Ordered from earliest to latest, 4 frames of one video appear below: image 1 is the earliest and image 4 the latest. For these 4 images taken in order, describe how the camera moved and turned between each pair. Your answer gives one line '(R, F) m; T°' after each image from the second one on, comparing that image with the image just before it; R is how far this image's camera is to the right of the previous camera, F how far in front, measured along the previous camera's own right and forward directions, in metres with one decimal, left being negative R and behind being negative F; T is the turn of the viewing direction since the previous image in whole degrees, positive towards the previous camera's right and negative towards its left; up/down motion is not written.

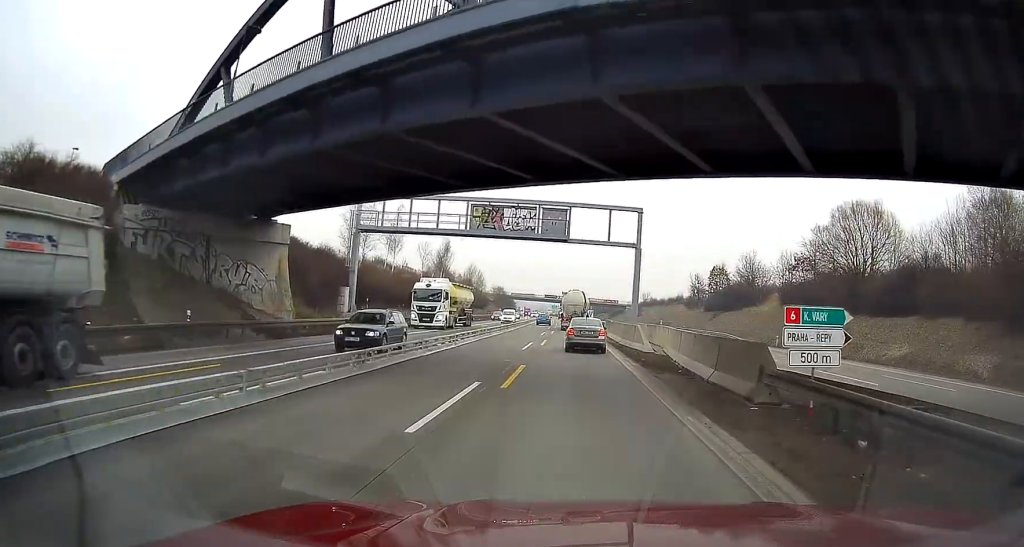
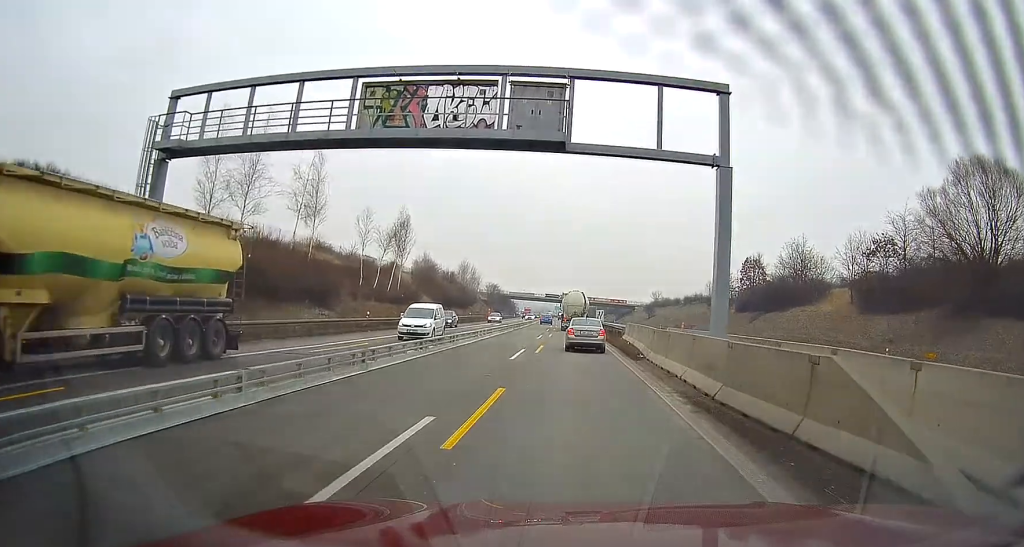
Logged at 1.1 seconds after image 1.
(-0.1, +23.7) m; -1°
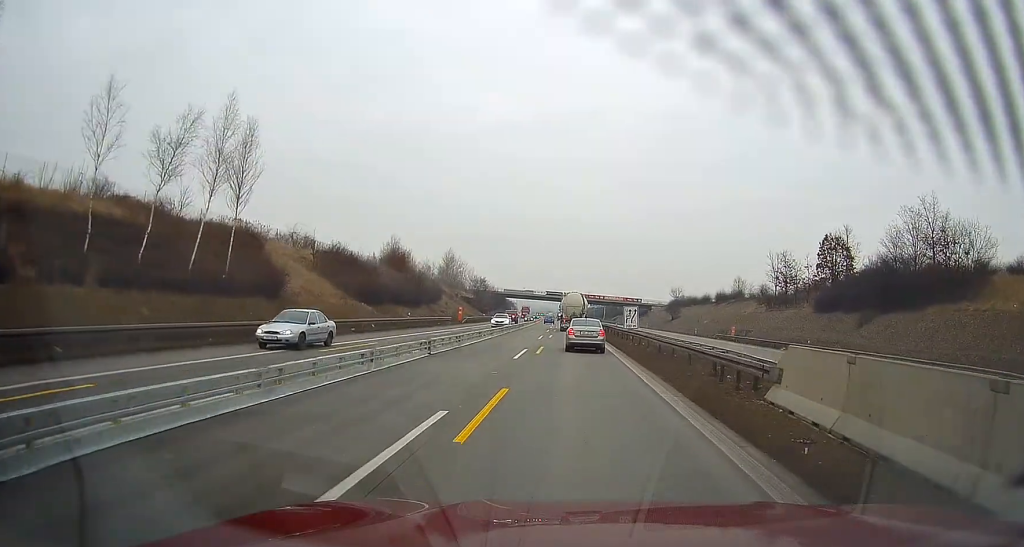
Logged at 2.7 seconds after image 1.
(-0.8, +35.1) m; -2°
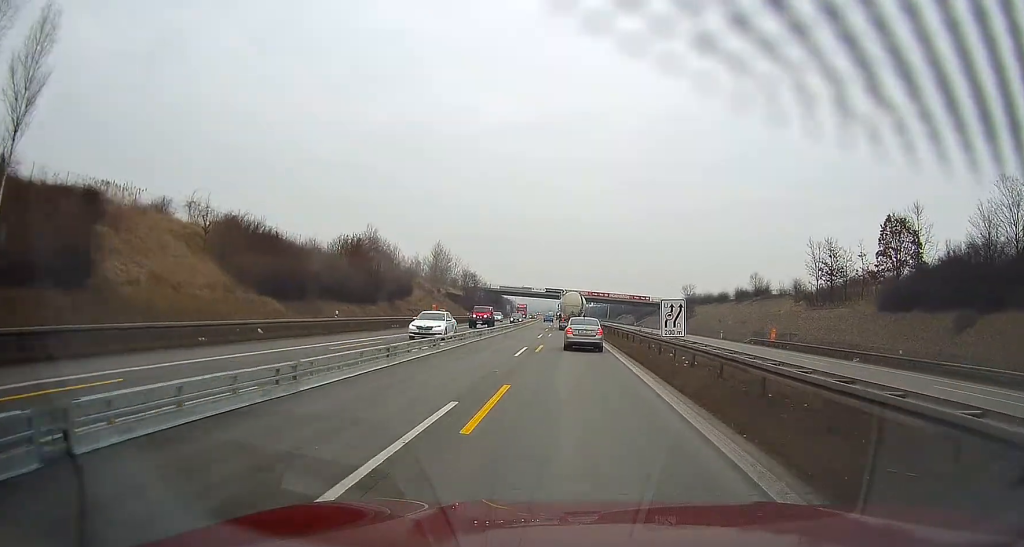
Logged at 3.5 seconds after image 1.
(0.0, +17.0) m; 0°
